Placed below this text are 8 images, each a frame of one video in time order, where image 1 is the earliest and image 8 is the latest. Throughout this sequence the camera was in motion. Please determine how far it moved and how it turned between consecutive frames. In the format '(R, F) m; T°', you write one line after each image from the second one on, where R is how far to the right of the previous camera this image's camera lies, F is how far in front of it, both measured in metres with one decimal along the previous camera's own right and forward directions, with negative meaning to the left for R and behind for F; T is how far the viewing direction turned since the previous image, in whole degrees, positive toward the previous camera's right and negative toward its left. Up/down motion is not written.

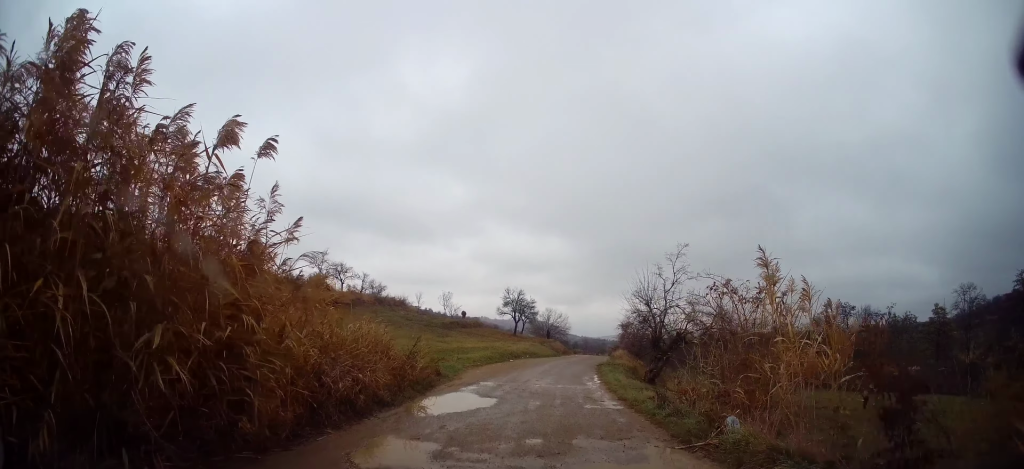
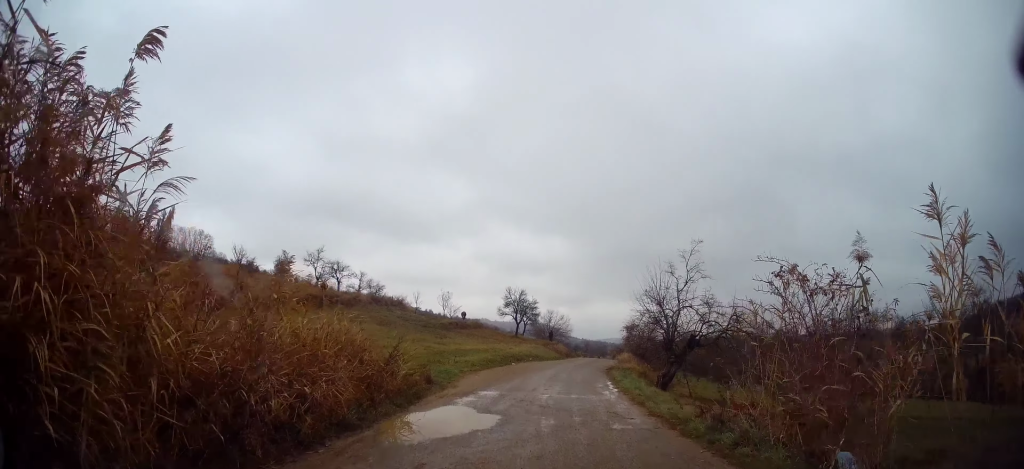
(-0.1, +3.2) m; -1°
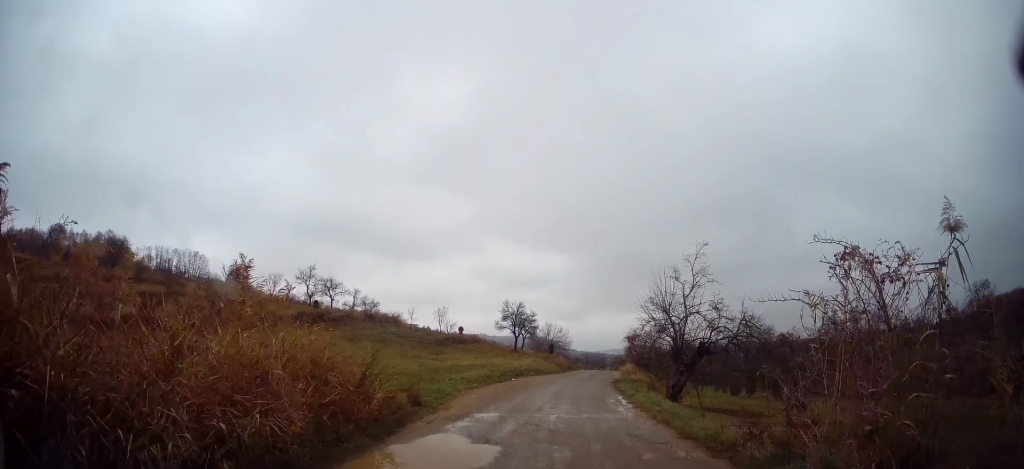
(0.0, +2.0) m; +3°
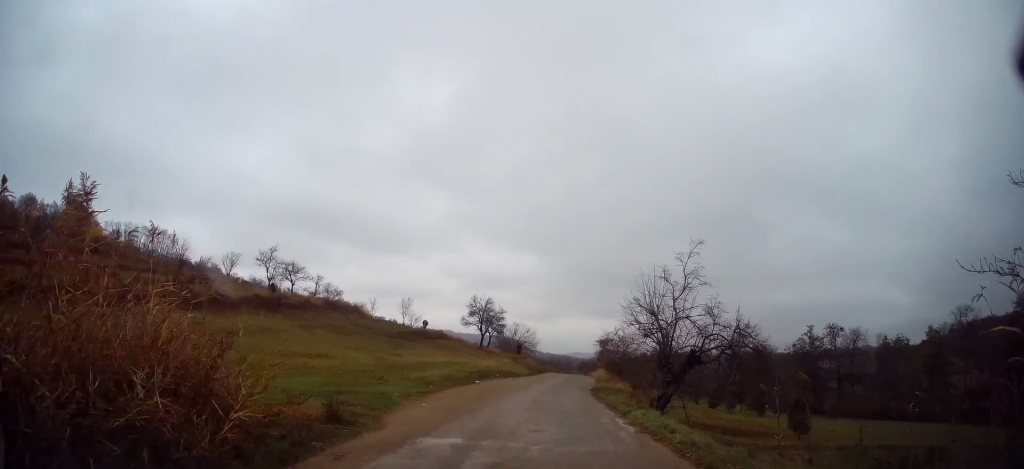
(+0.2, +3.4) m; +4°
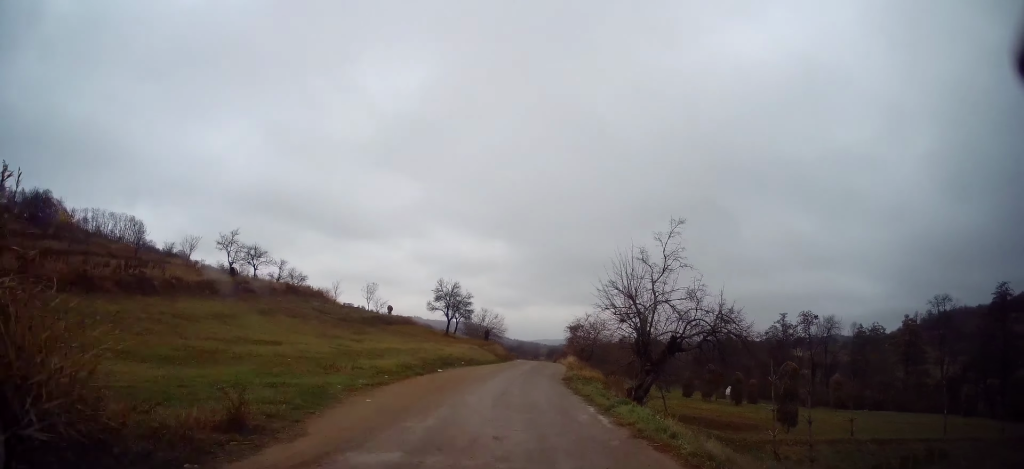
(0.0, +1.7) m; +1°
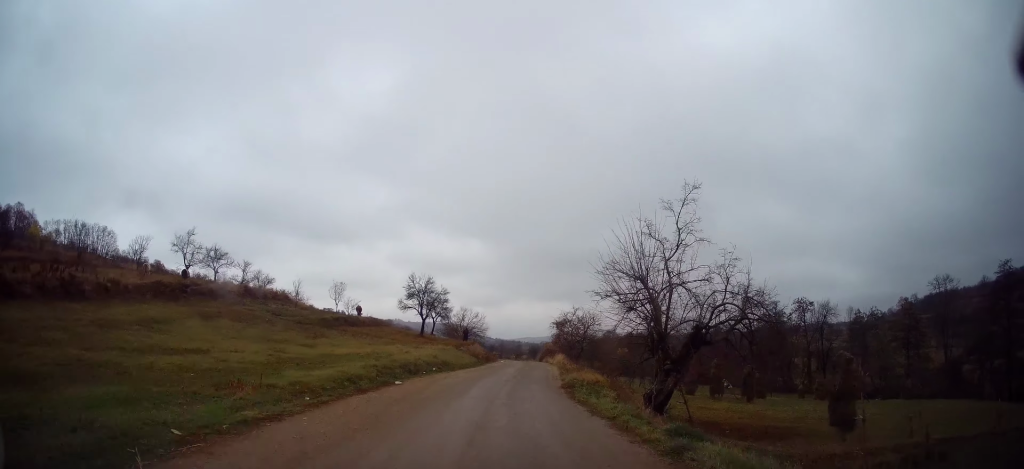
(-0.1, +4.7) m; +2°
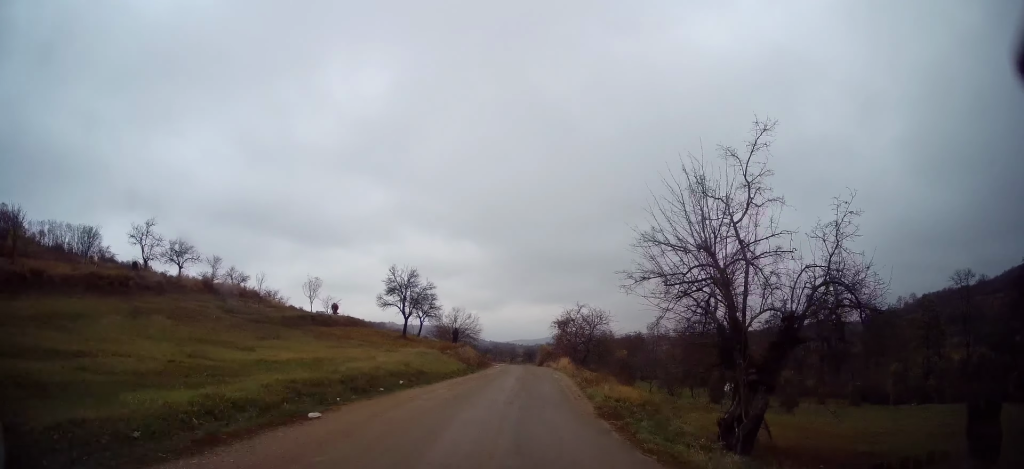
(+0.2, +6.8) m; +2°
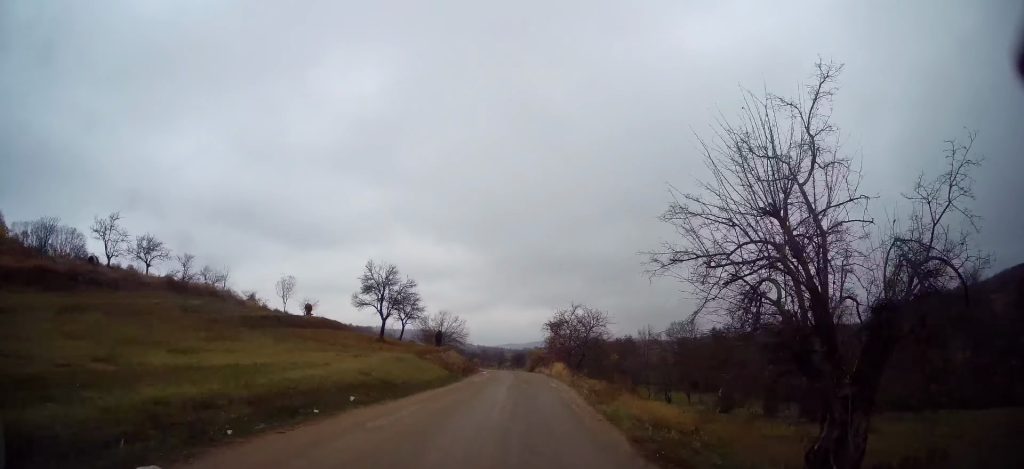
(0.0, +3.9) m; 0°
